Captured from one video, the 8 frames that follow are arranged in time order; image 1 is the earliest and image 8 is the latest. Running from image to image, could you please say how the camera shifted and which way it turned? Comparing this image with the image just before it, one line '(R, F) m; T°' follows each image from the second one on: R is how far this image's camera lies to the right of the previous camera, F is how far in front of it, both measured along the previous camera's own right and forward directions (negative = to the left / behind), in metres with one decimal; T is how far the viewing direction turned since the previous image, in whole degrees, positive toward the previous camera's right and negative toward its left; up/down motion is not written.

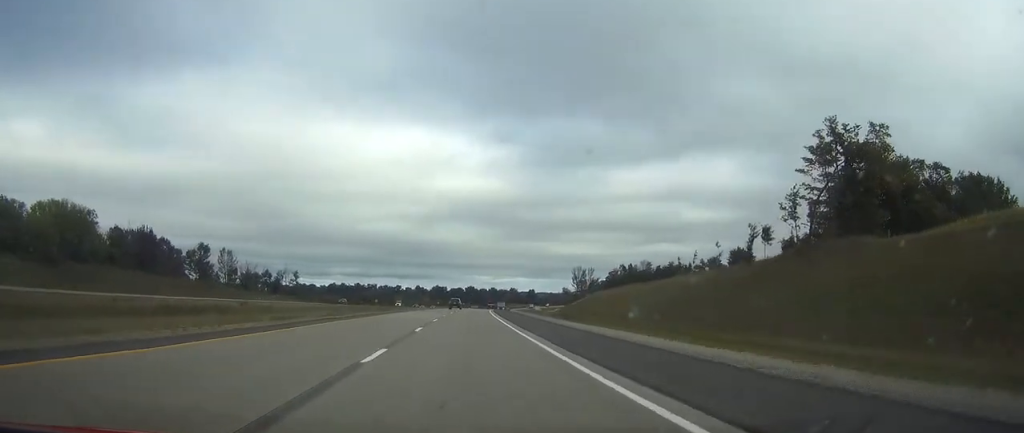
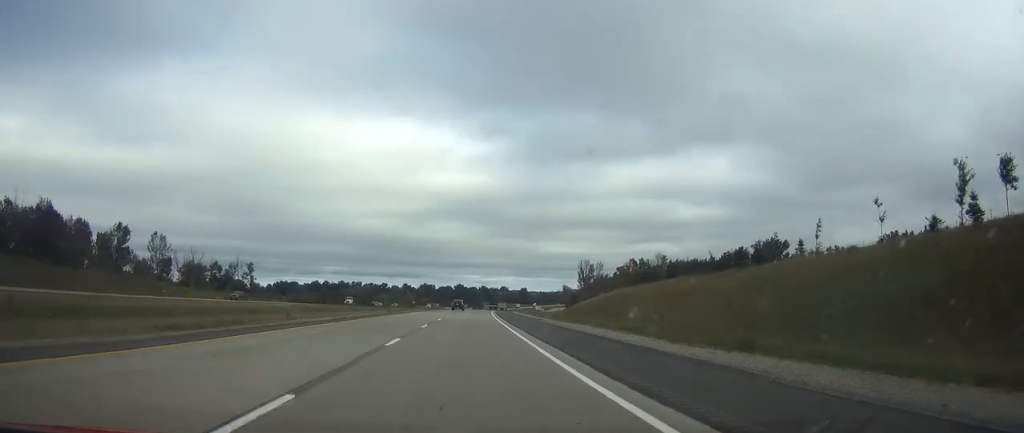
(+0.5, +43.6) m; +1°
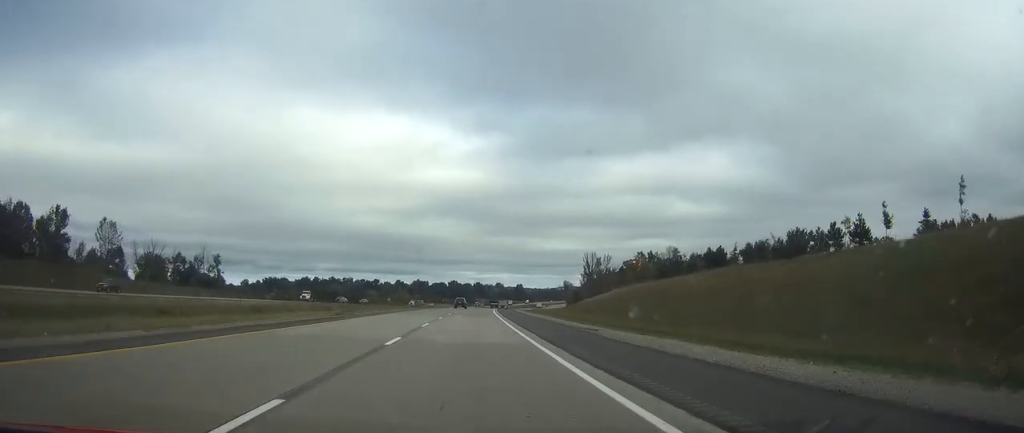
(+0.1, +24.7) m; 0°
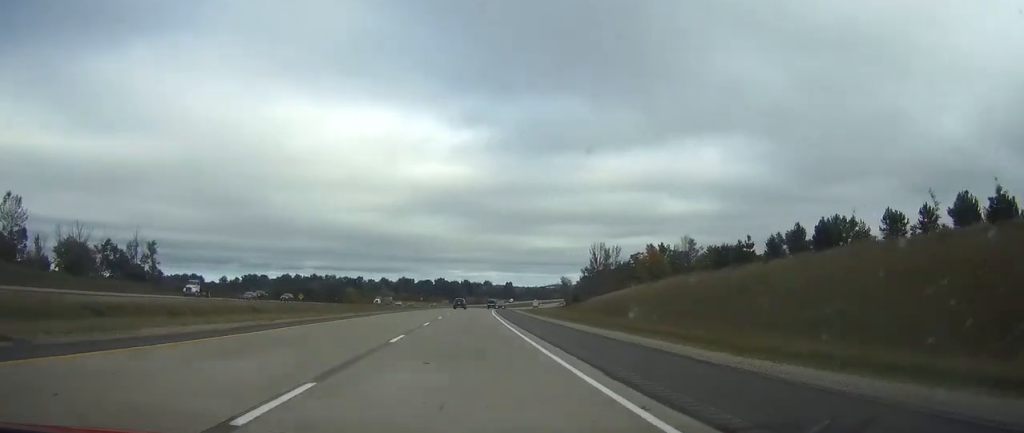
(+0.2, +34.7) m; +1°
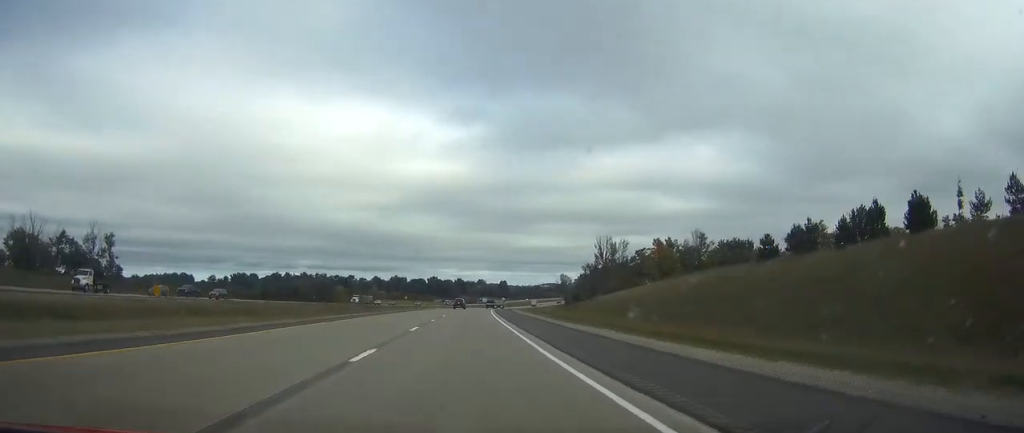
(+0.1, +17.9) m; +1°
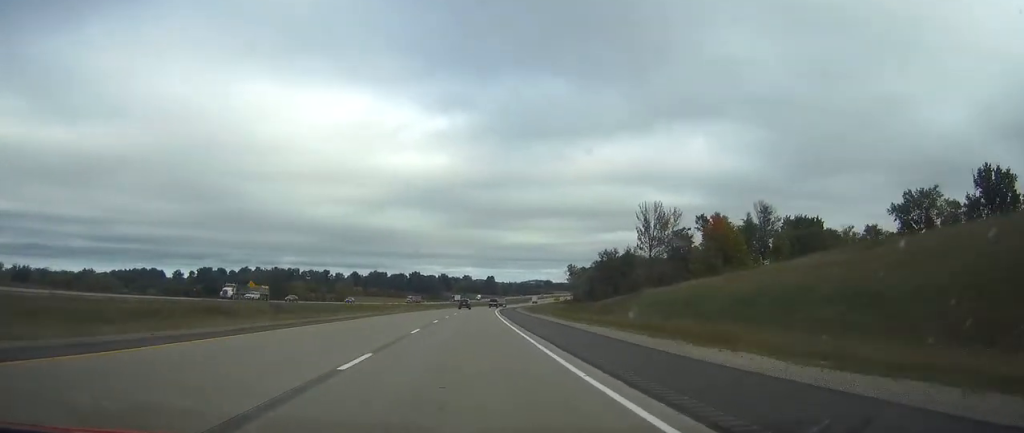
(+0.9, +61.6) m; +2°
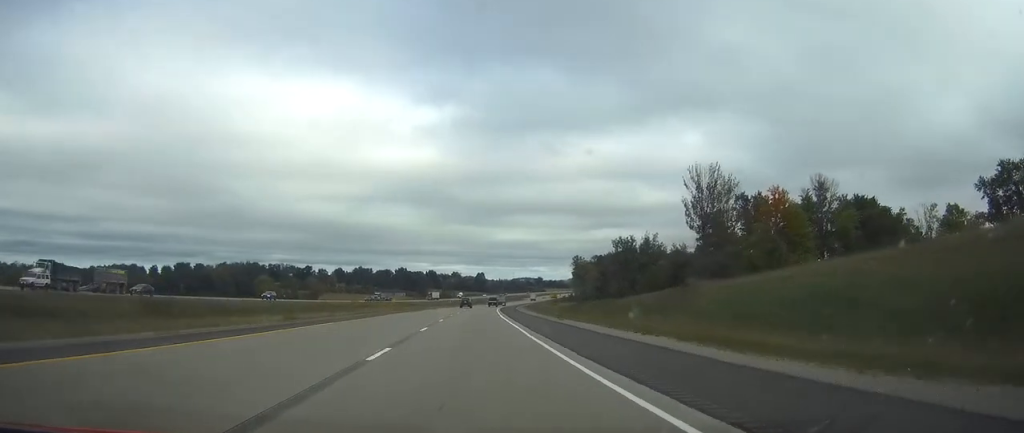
(+0.4, +34.7) m; +1°
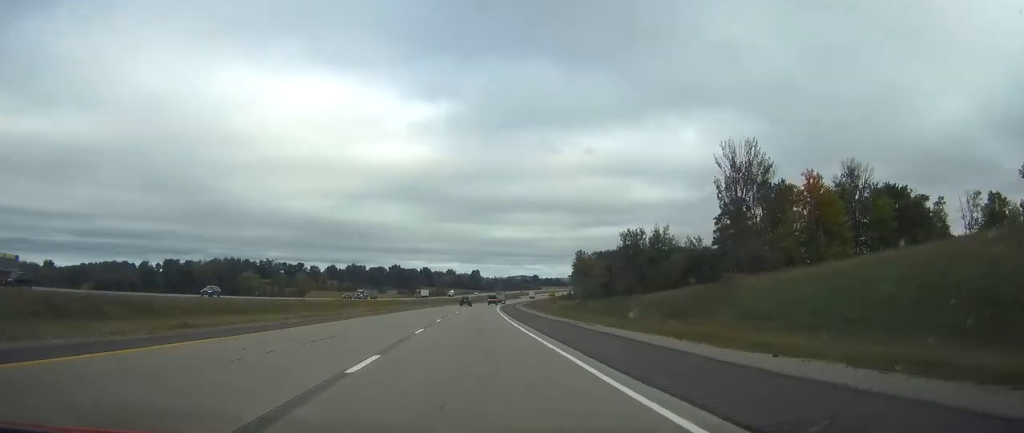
(+0.1, +14.6) m; 0°
